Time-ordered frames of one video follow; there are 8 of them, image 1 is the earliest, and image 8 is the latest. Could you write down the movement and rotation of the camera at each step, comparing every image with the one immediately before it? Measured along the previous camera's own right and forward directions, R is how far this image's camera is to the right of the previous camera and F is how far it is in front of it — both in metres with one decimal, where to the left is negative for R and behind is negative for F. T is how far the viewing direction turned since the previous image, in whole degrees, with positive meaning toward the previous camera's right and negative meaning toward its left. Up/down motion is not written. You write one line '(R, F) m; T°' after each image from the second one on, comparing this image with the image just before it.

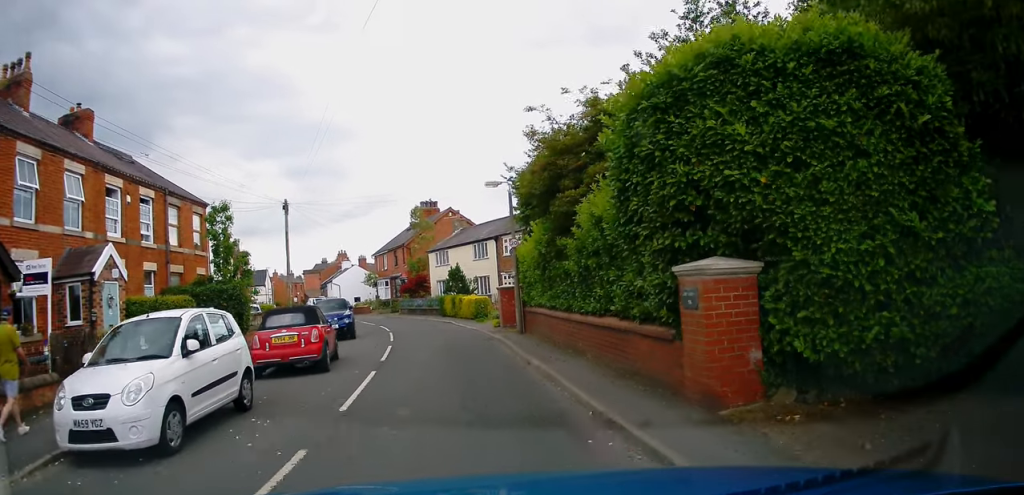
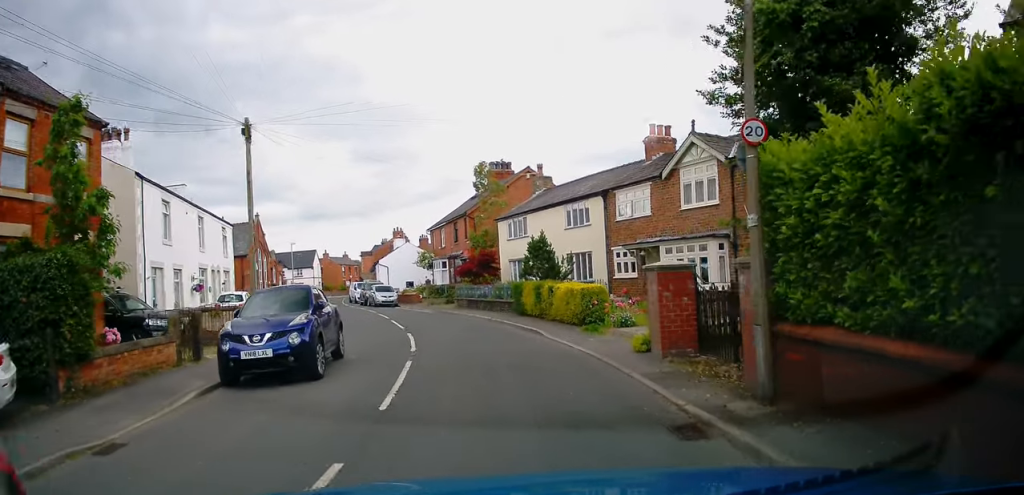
(-0.6, +12.0) m; -6°
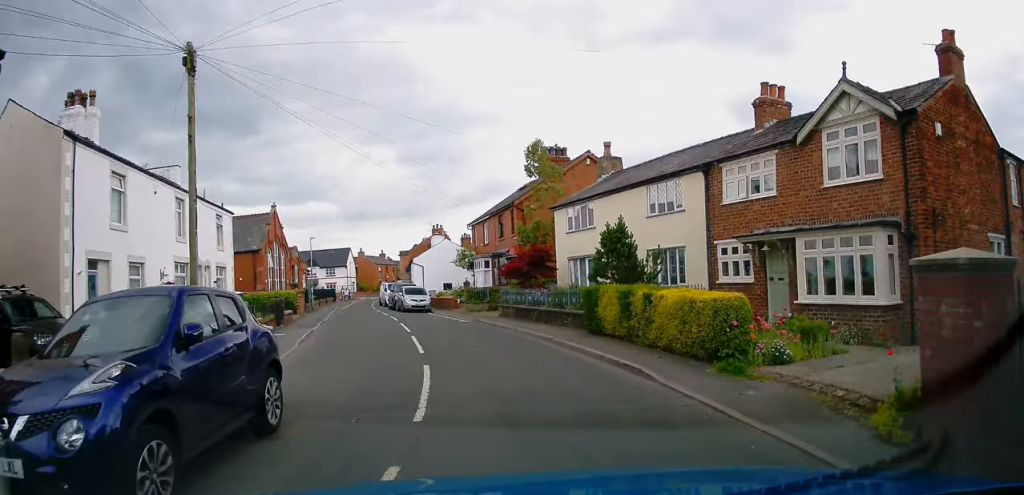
(-0.2, +6.3) m; -5°
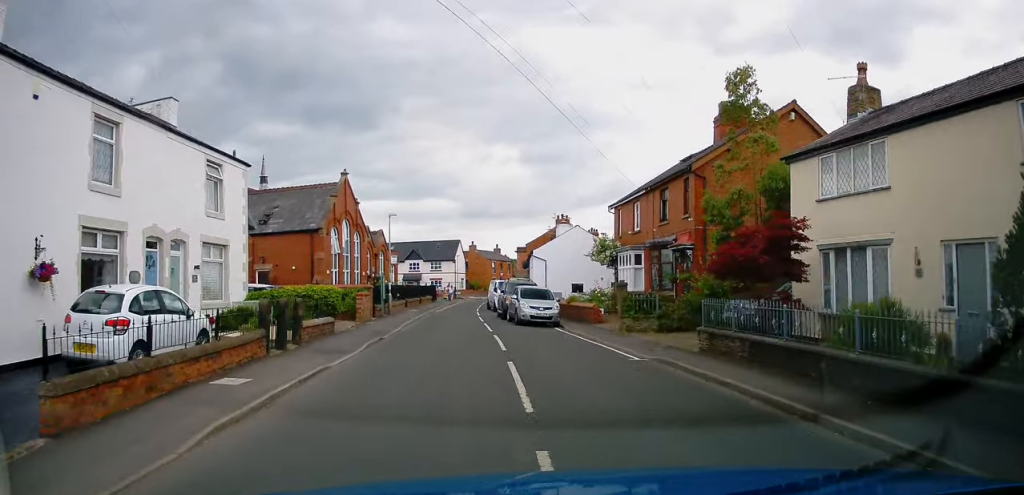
(-0.8, +11.5) m; -11°
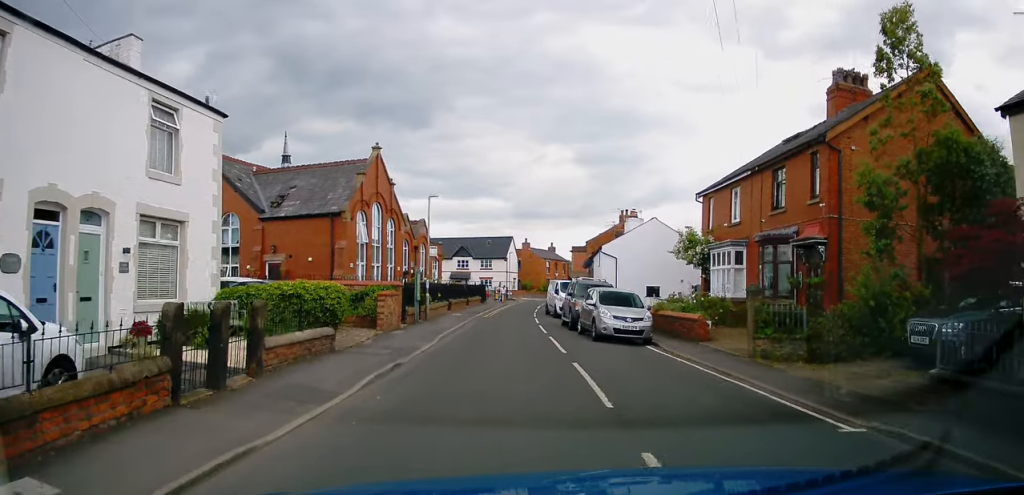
(-0.5, +6.0) m; -3°
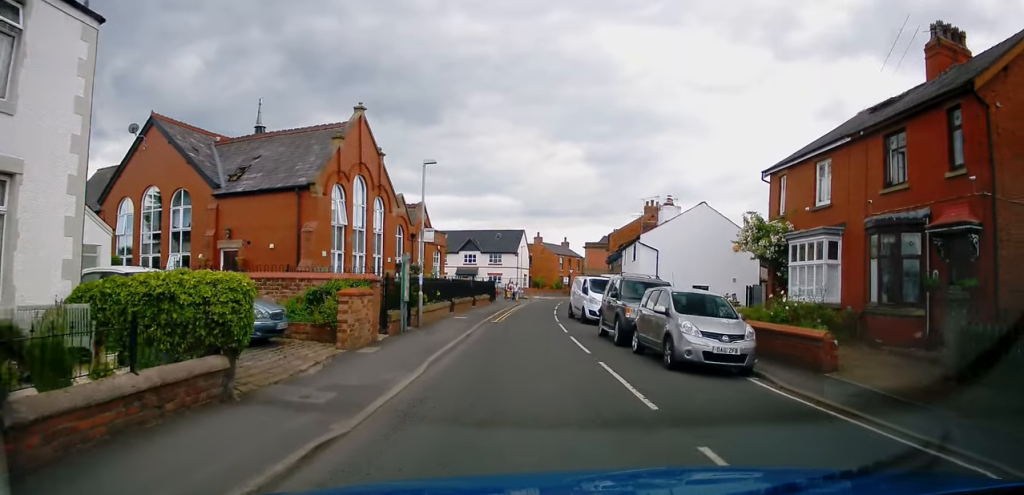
(-0.2, +5.7) m; -1°
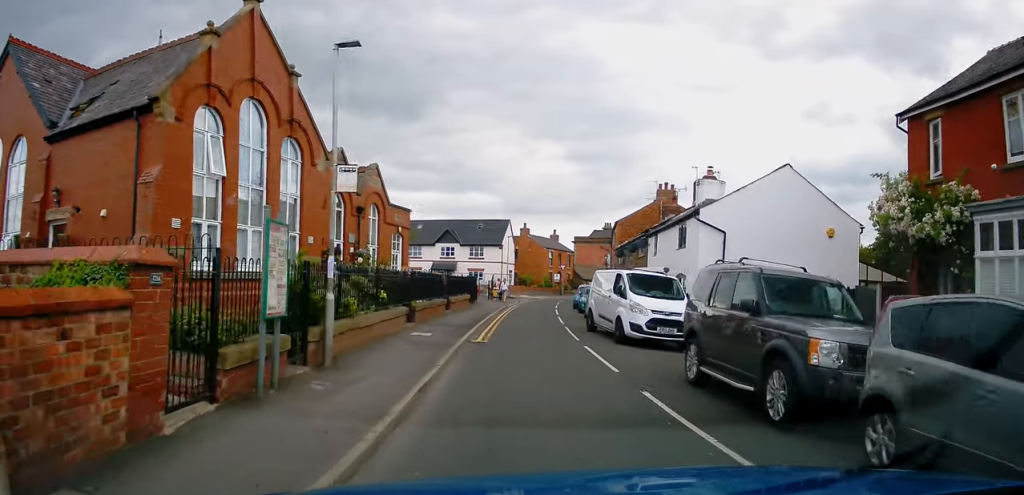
(+0.2, +9.3) m; +2°
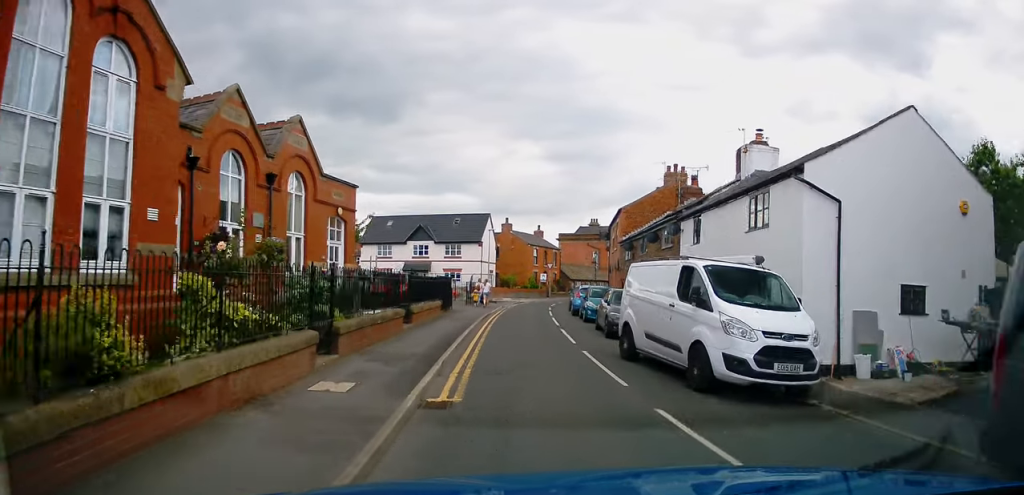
(0.0, +7.1) m; +1°
